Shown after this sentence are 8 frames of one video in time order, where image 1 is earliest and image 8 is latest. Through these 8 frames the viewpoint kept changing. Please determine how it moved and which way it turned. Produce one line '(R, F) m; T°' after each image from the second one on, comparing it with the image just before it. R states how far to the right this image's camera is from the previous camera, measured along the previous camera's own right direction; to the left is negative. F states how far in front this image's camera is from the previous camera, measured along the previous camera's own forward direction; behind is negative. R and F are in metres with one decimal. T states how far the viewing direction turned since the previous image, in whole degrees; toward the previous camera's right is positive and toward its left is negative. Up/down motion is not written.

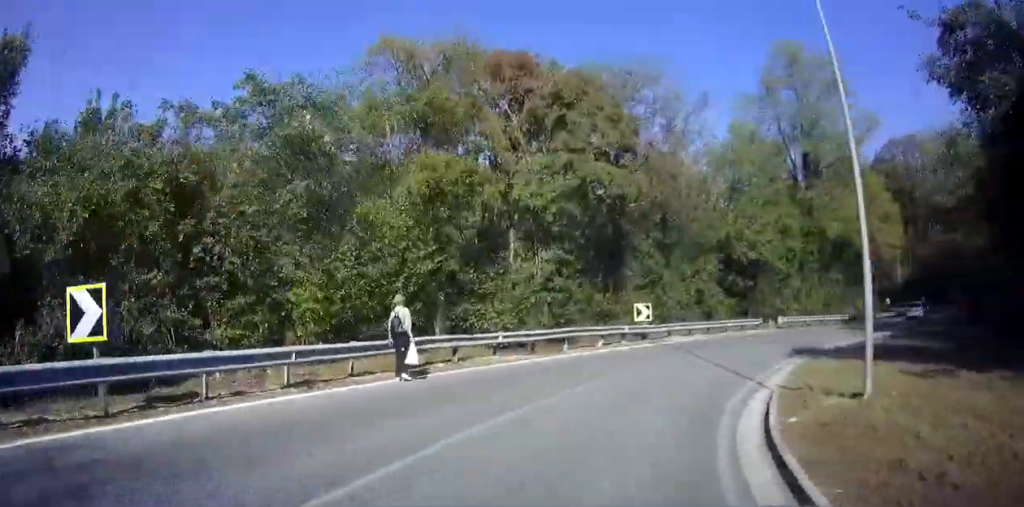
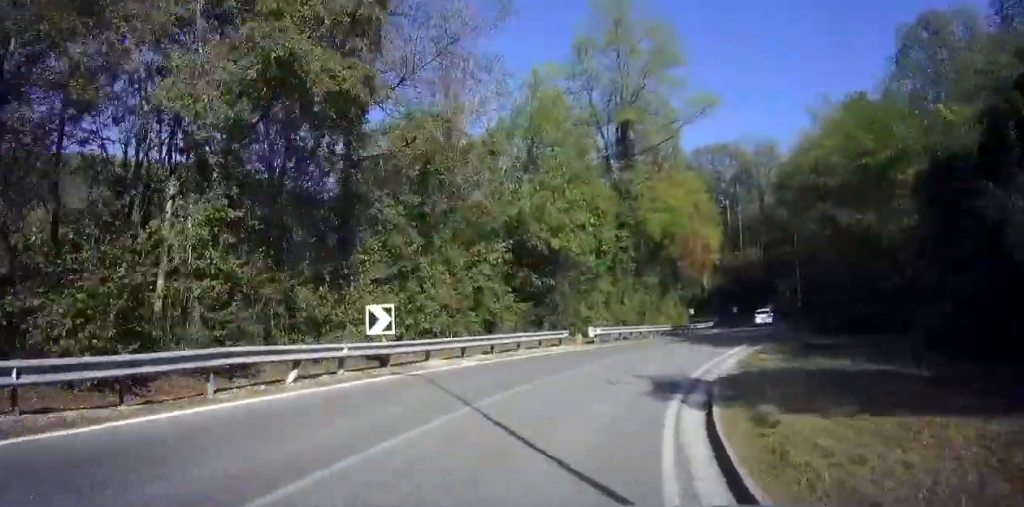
(0.0, +6.5) m; +2°
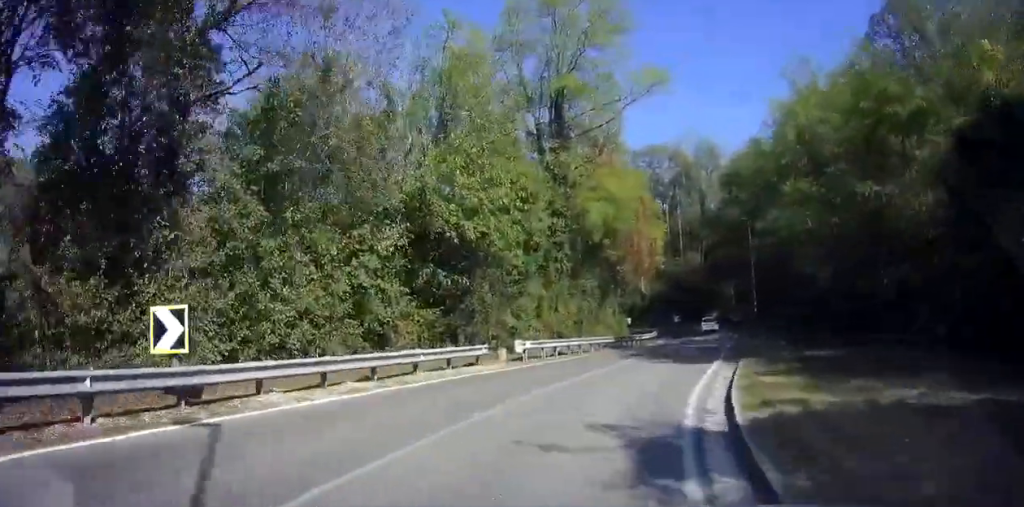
(0.0, +3.6) m; +12°
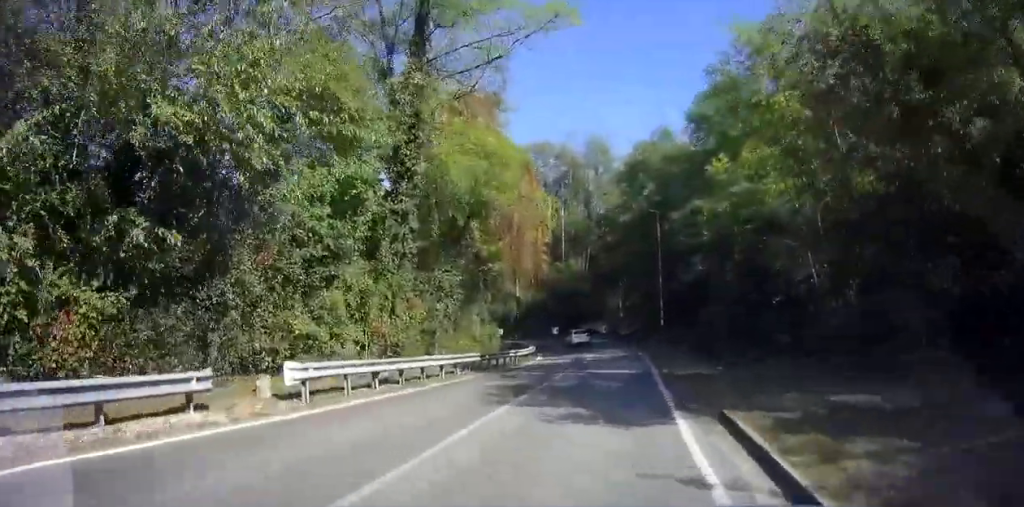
(+0.1, +5.0) m; +36°
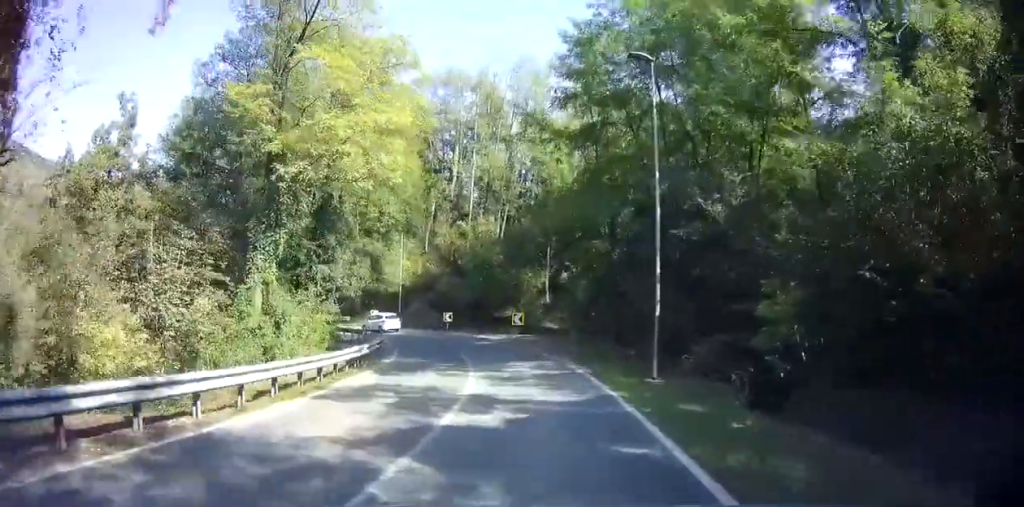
(+7.5, +19.0) m; +25°
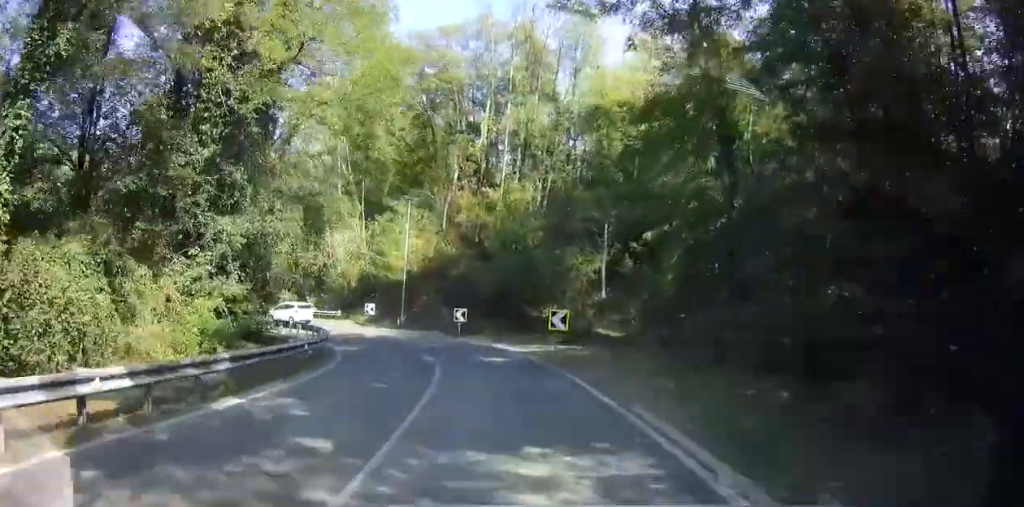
(+0.5, +13.2) m; -12°
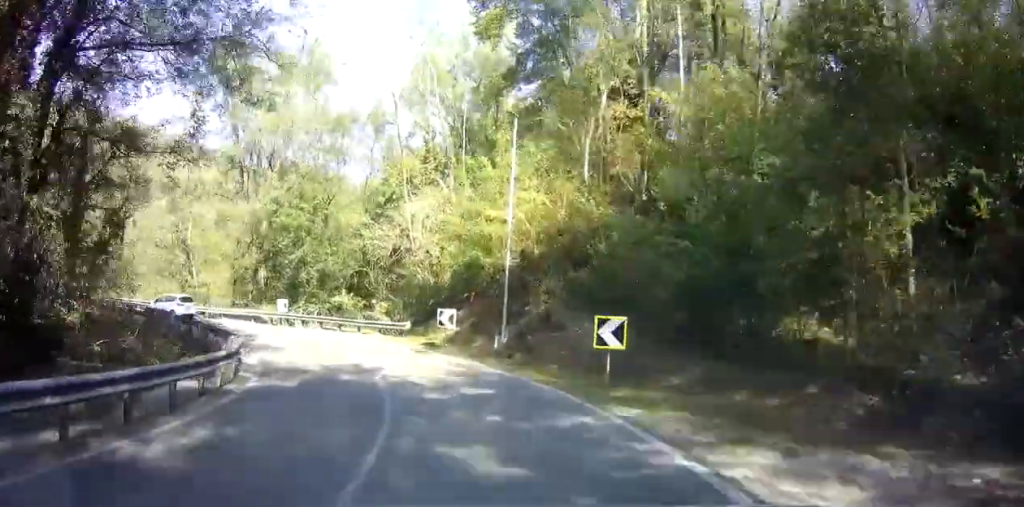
(-5.0, +15.5) m; -19°
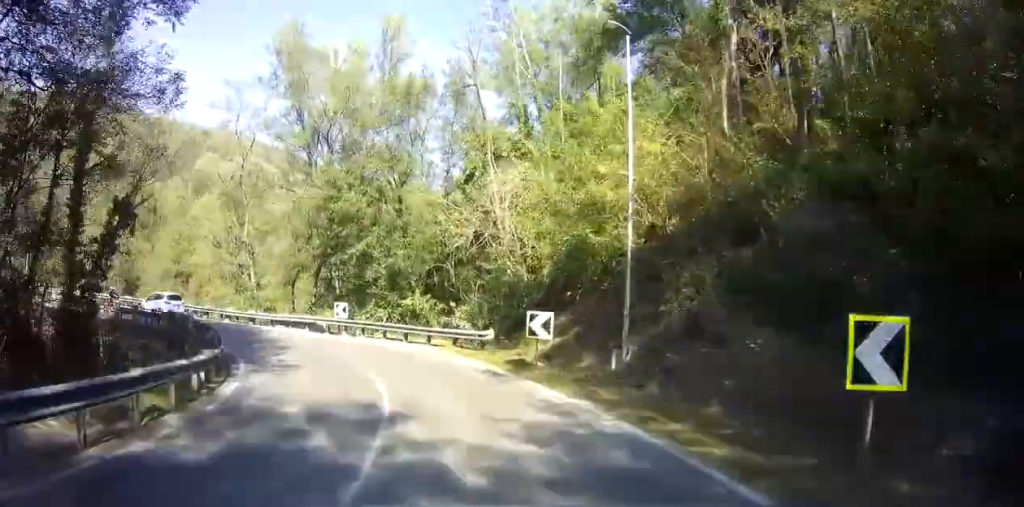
(0.0, +5.8) m; 0°
